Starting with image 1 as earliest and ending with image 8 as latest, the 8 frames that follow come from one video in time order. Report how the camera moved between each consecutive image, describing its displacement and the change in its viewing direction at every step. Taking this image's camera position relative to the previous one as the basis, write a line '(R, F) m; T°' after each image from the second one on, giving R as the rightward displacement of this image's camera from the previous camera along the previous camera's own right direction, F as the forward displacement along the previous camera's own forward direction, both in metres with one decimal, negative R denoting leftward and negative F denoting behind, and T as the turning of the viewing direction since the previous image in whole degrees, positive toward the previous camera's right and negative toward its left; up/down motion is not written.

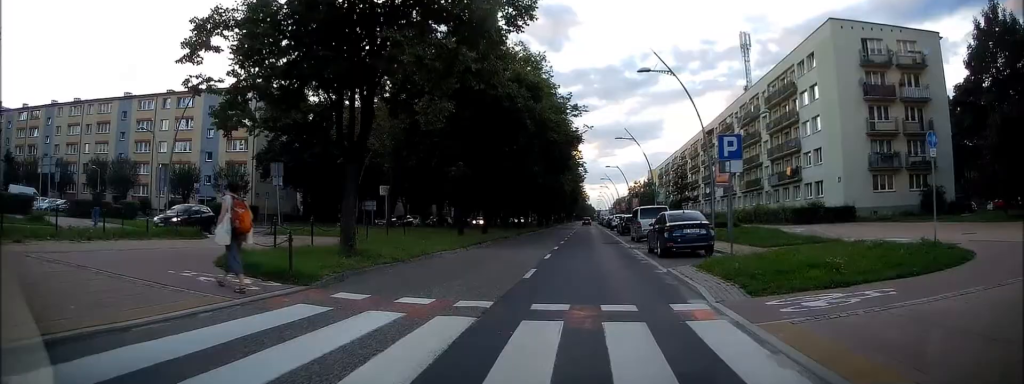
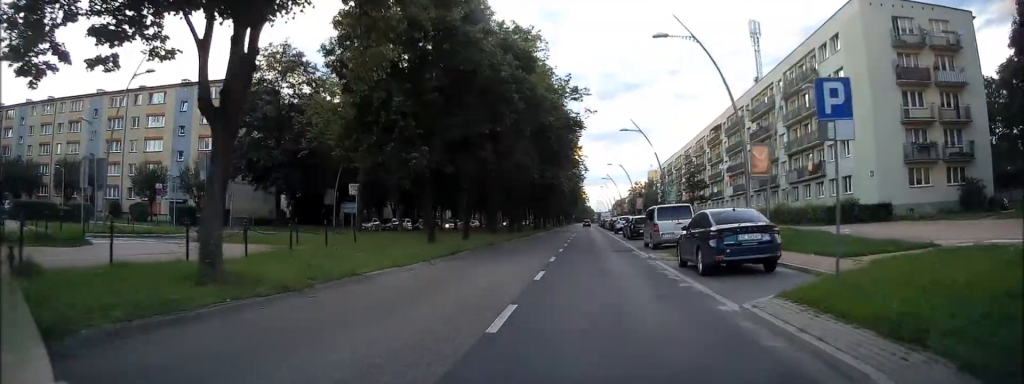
(-0.2, +5.5) m; -3°
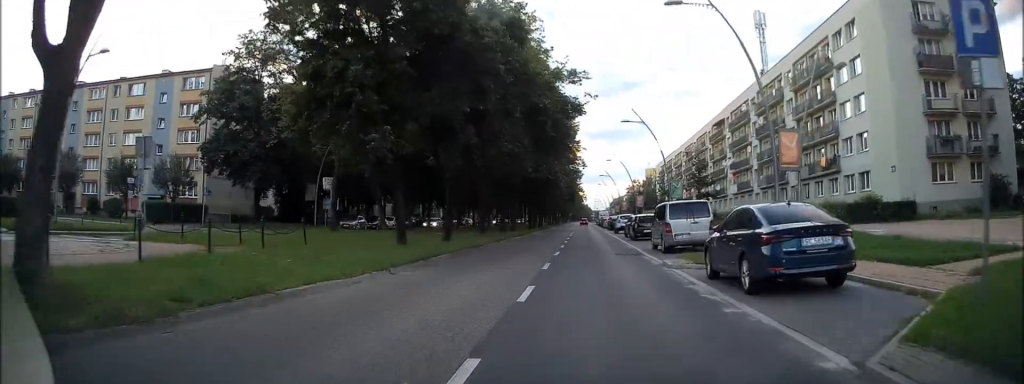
(0.0, +3.5) m; -1°
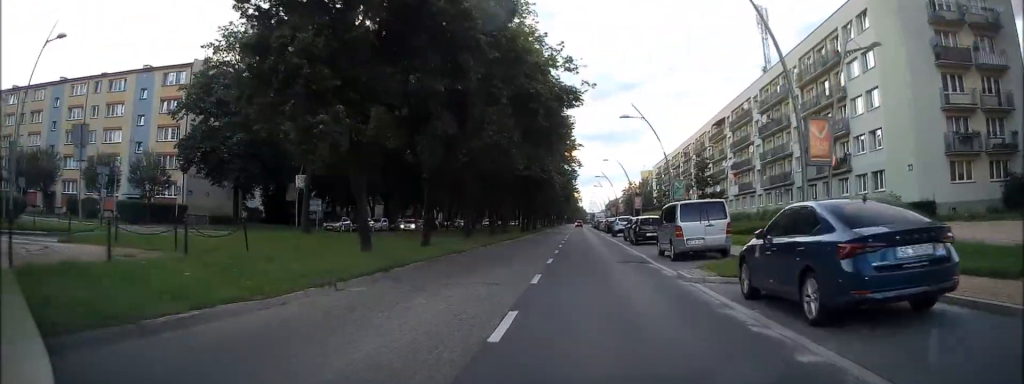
(0.0, +2.6) m; 0°
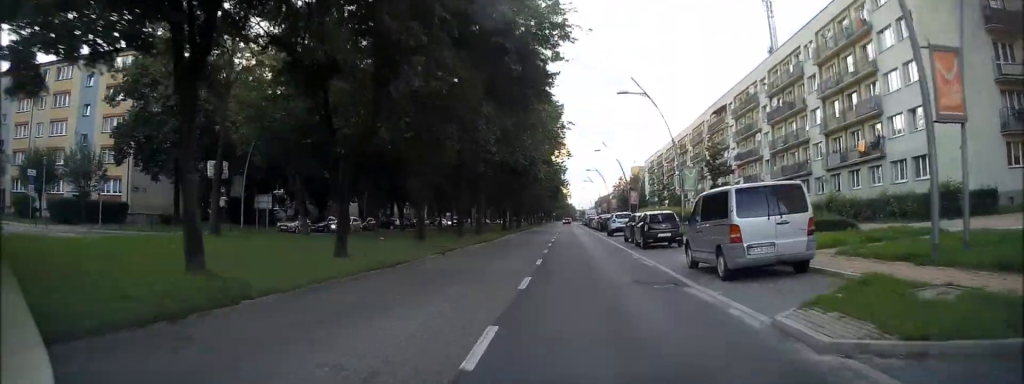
(0.0, +6.9) m; 0°
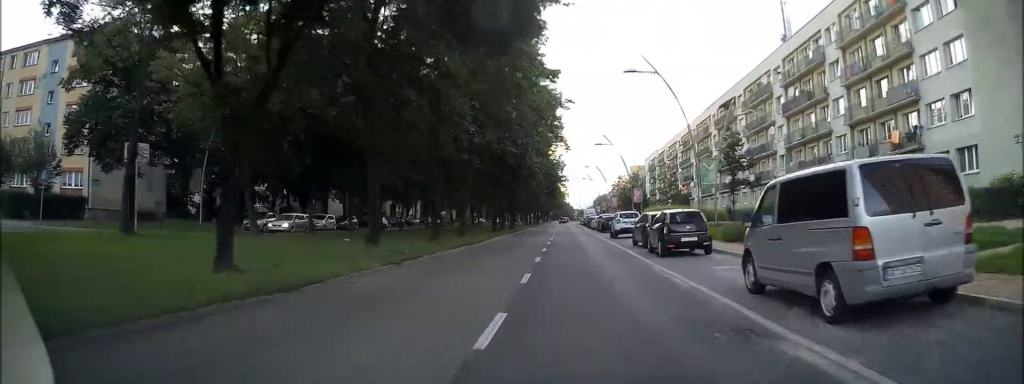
(0.0, +5.1) m; -1°
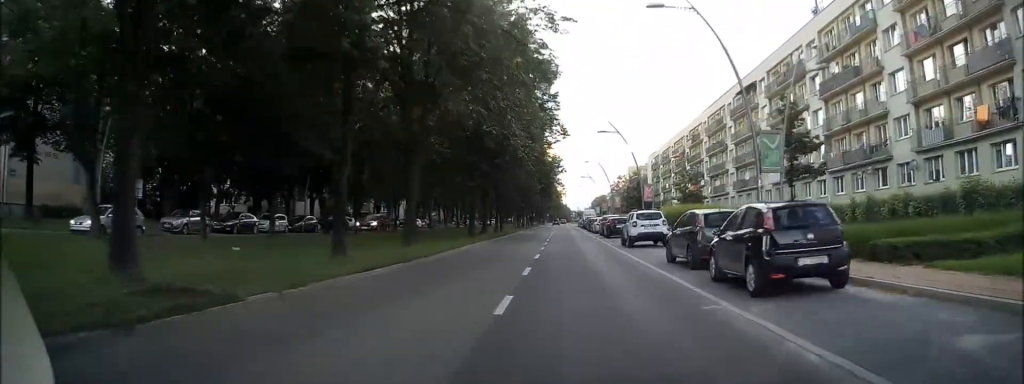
(-0.2, +9.5) m; -1°
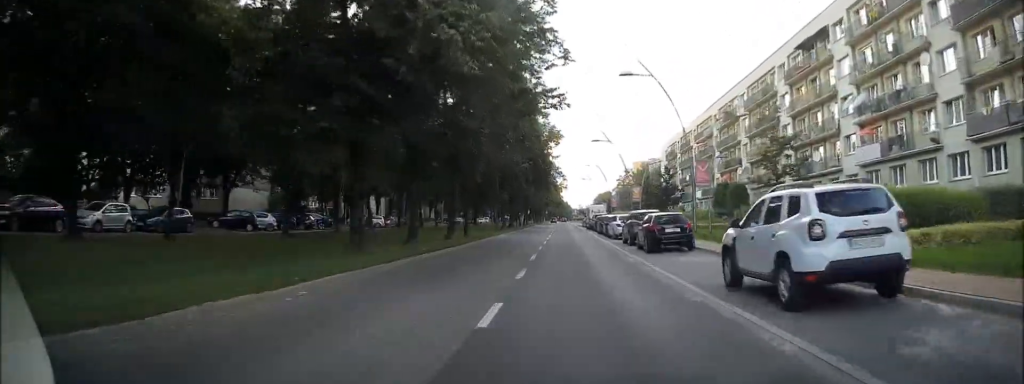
(+0.5, +19.0) m; +3°
